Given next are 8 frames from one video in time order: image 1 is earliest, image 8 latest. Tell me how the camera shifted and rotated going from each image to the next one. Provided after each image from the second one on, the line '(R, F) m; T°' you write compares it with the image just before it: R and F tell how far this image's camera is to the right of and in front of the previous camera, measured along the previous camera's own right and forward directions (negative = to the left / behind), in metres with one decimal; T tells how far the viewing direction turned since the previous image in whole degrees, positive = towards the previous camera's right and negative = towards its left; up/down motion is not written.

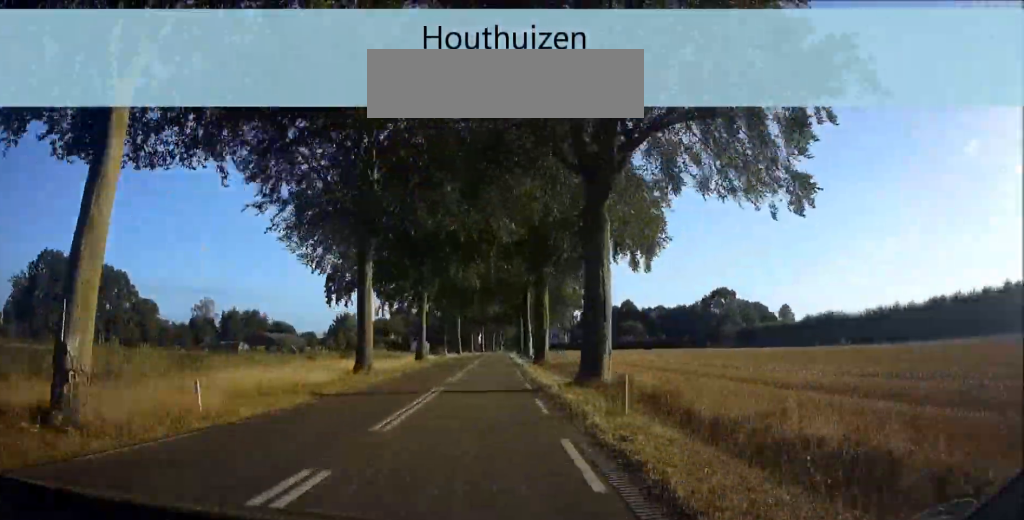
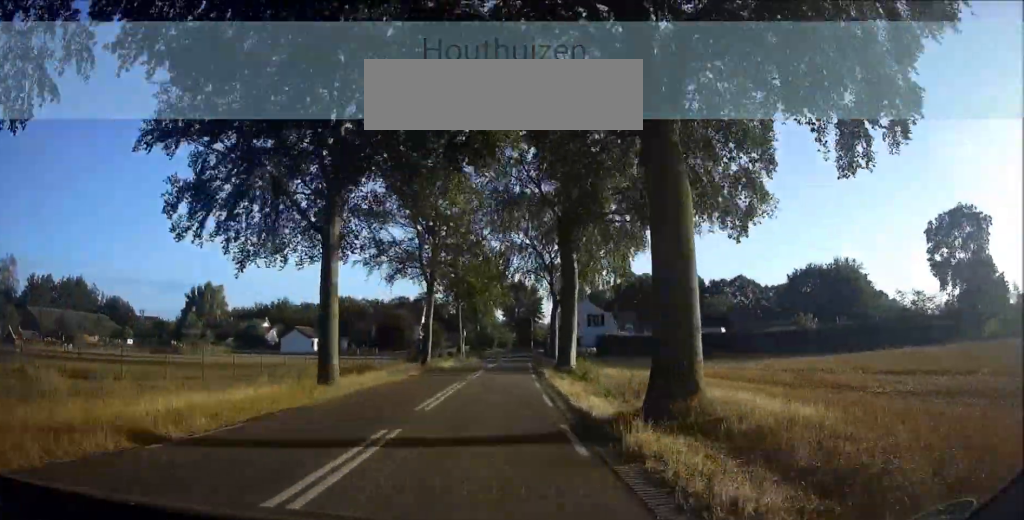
(+2.9, +107.8) m; +4°
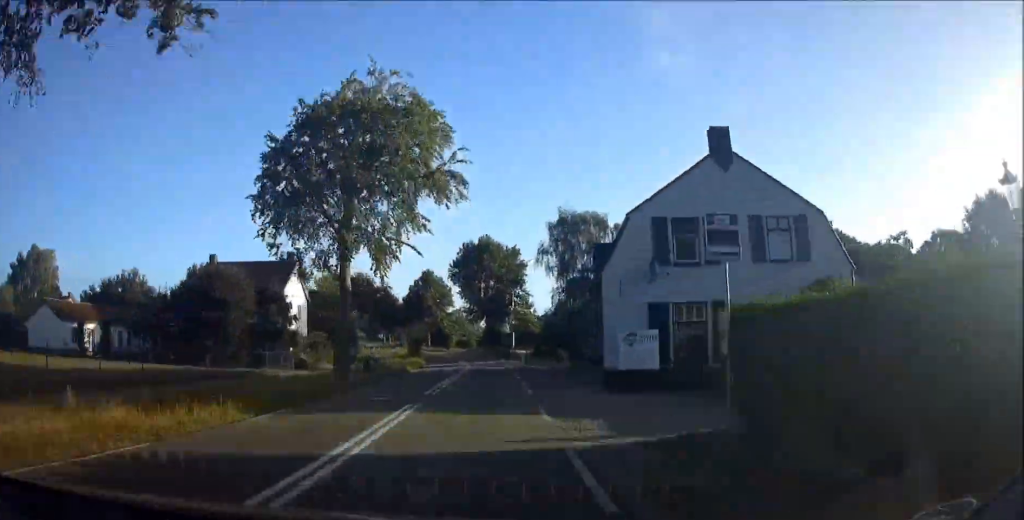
(+0.6, +57.5) m; +1°
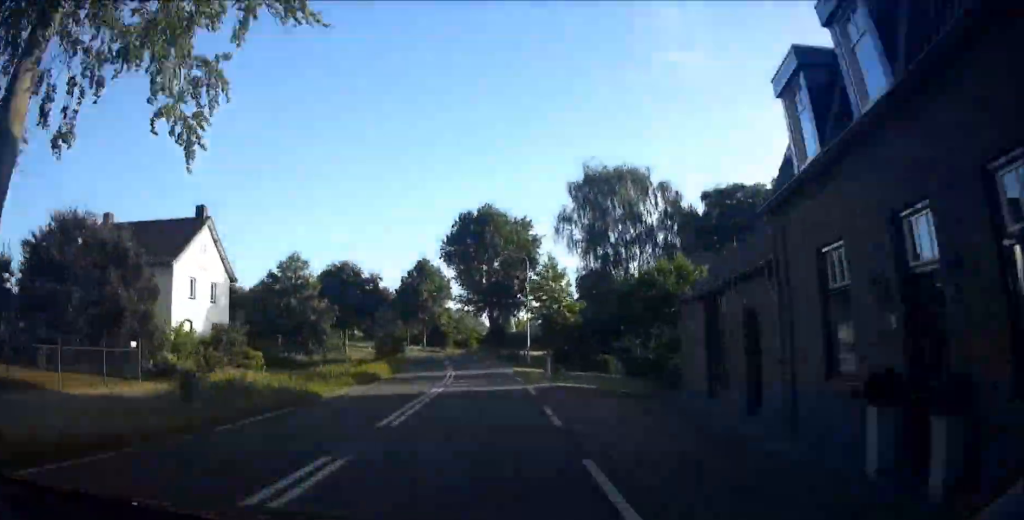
(0.0, +19.1) m; -2°
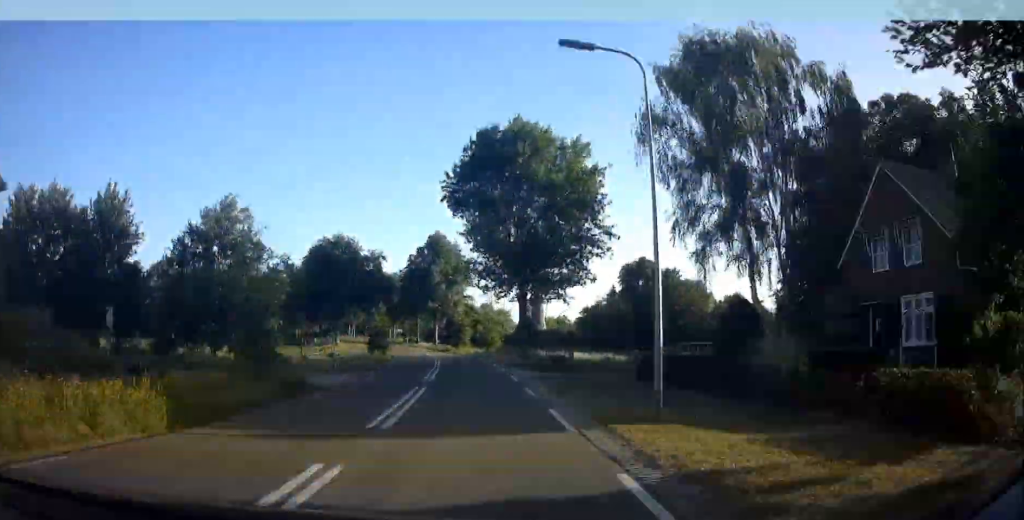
(+0.8, +25.5) m; -2°
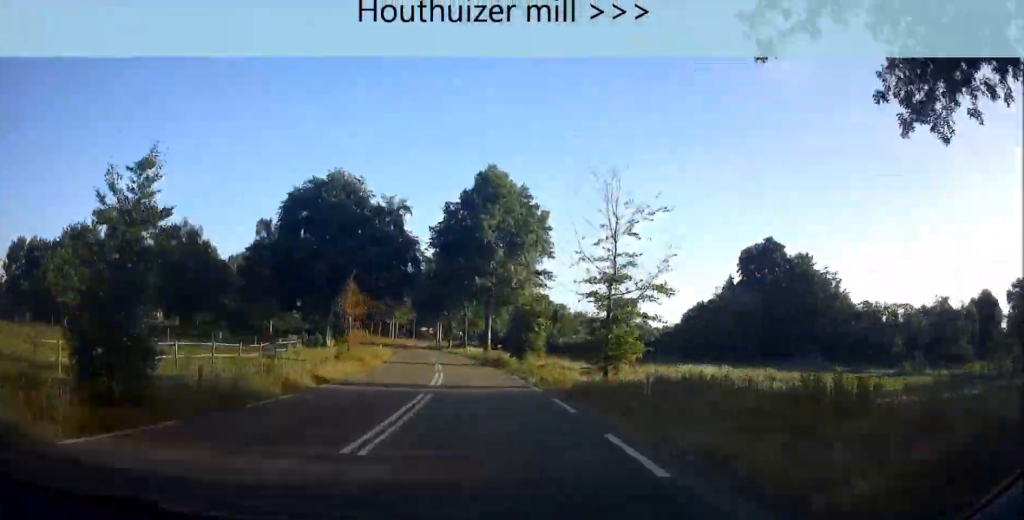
(-2.9, +39.5) m; -7°
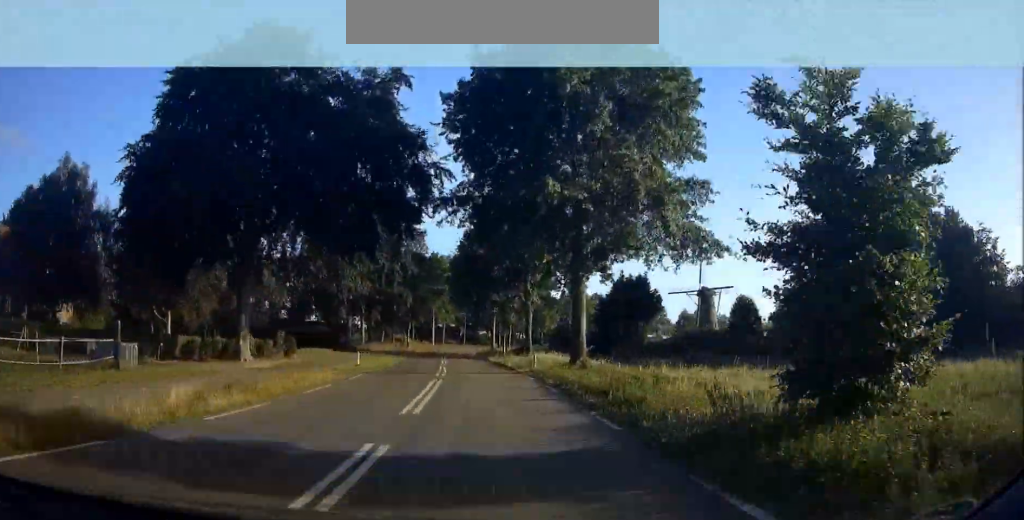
(-2.0, +33.1) m; -4°
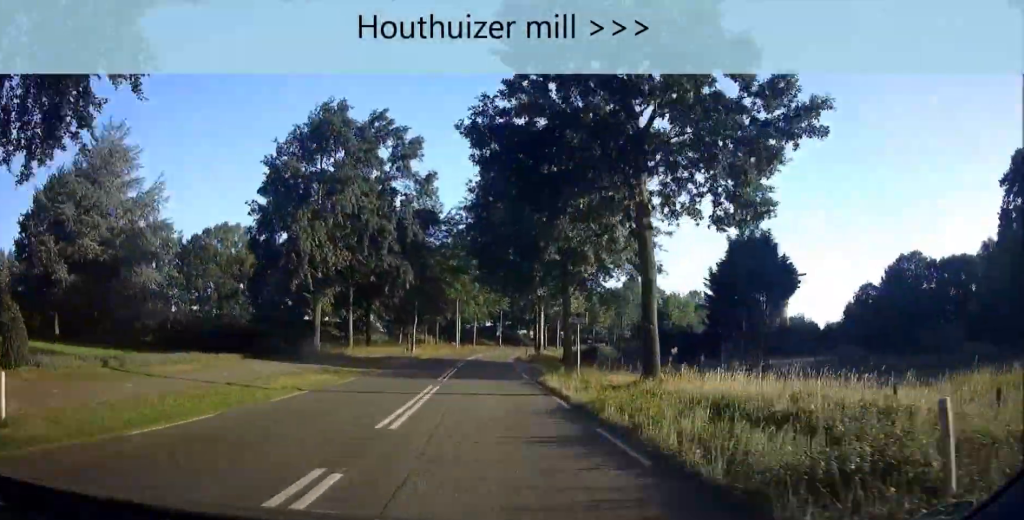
(-1.1, +26.8) m; -2°
